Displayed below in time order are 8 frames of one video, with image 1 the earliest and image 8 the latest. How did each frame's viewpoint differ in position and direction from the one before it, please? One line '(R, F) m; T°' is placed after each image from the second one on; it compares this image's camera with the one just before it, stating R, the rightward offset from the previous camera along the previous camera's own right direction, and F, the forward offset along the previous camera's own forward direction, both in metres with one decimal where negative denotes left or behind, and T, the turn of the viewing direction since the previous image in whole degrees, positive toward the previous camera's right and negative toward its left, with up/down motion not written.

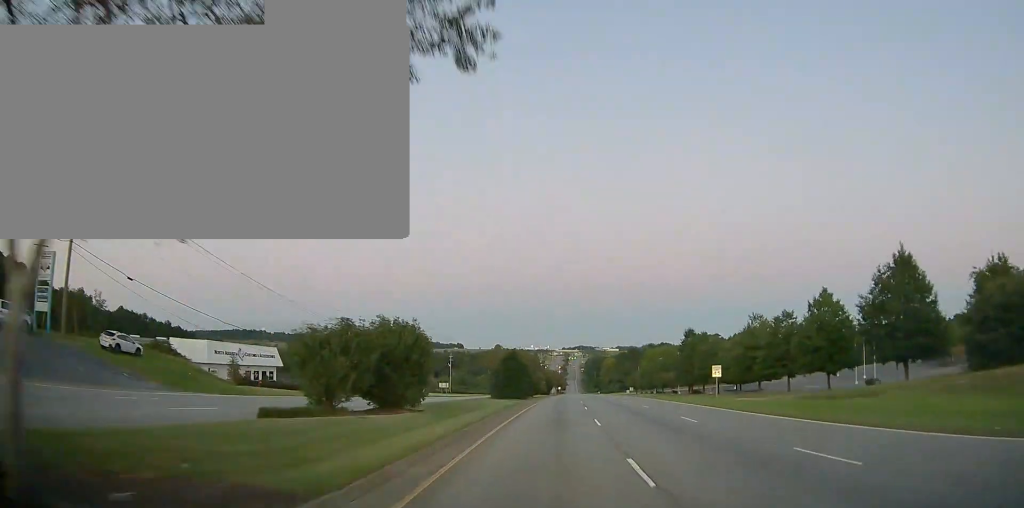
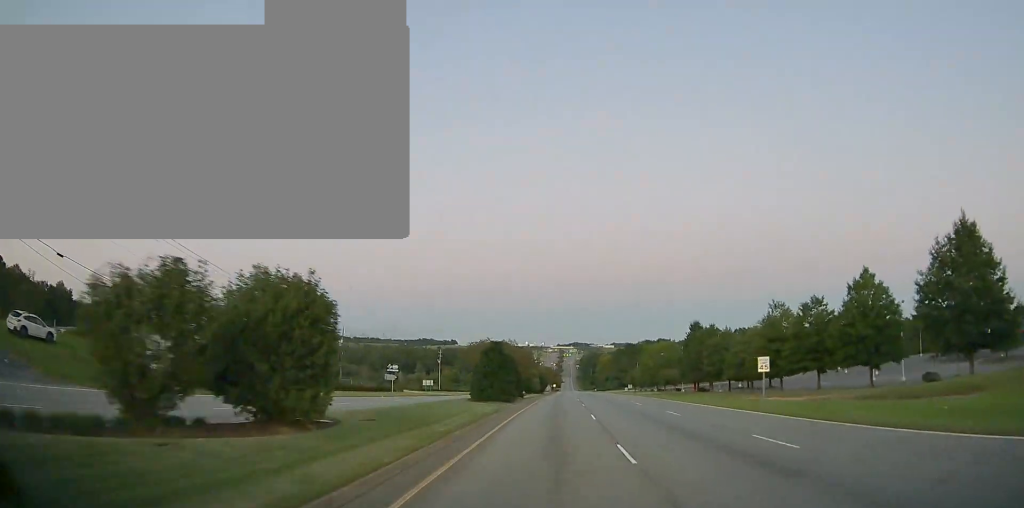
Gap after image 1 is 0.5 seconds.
(0.0, +9.1) m; 0°
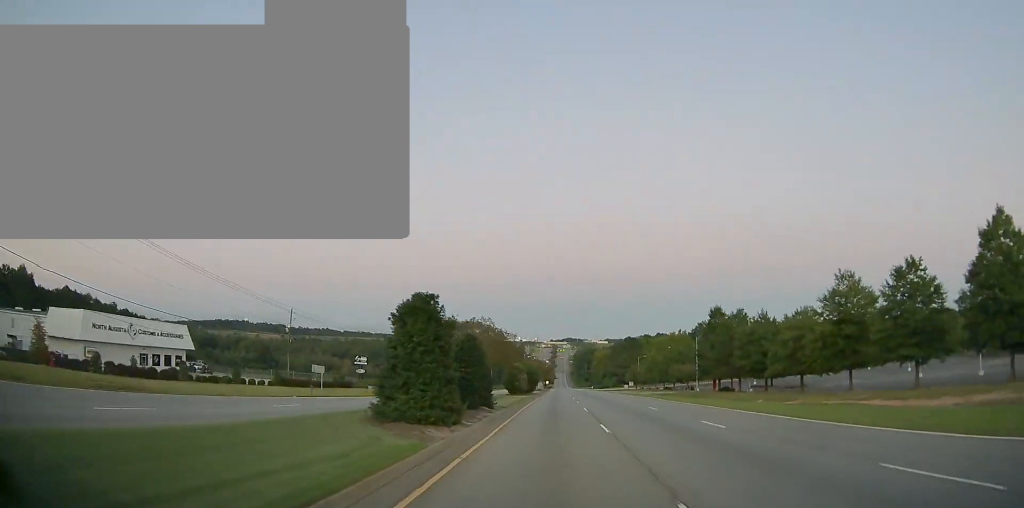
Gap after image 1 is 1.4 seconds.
(+0.2, +18.7) m; +1°
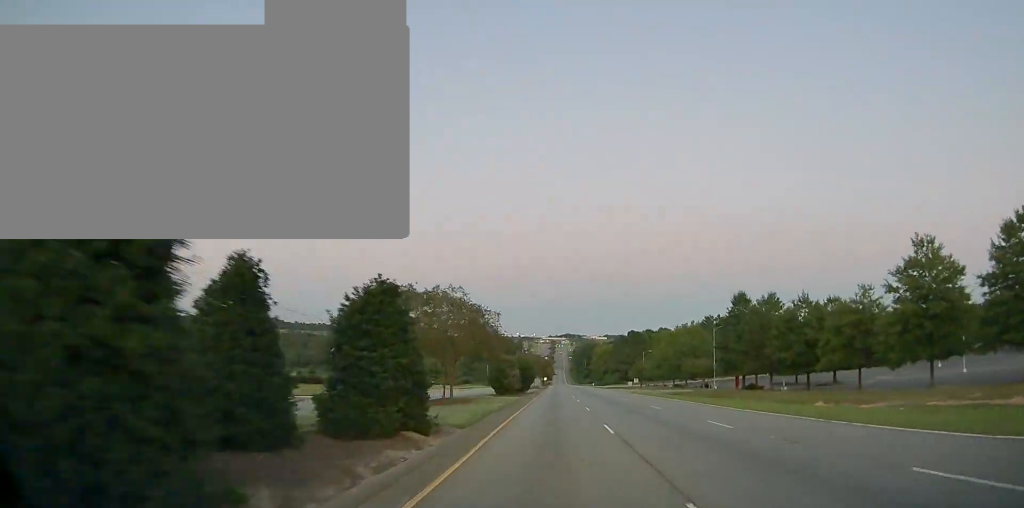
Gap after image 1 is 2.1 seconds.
(0.0, +12.9) m; 0°
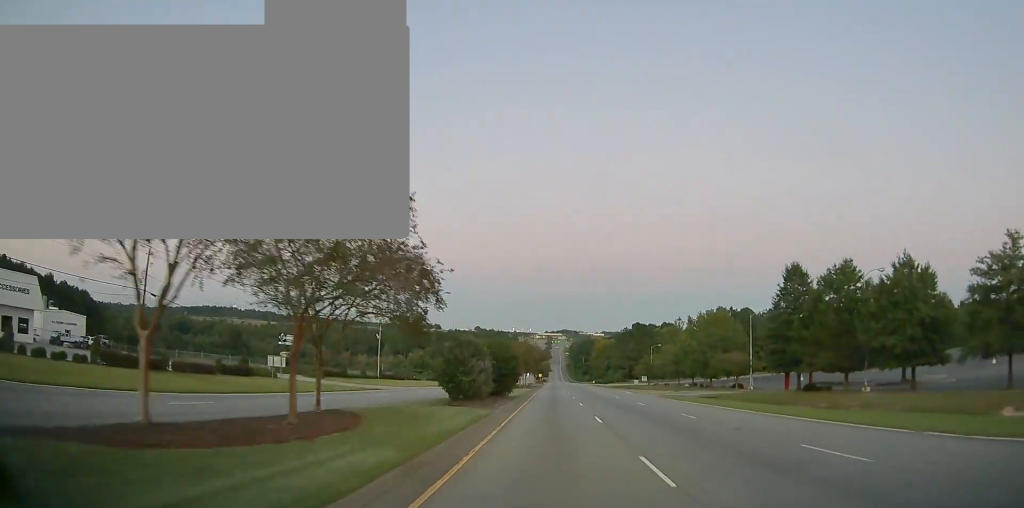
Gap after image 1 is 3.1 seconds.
(0.0, +20.2) m; +1°
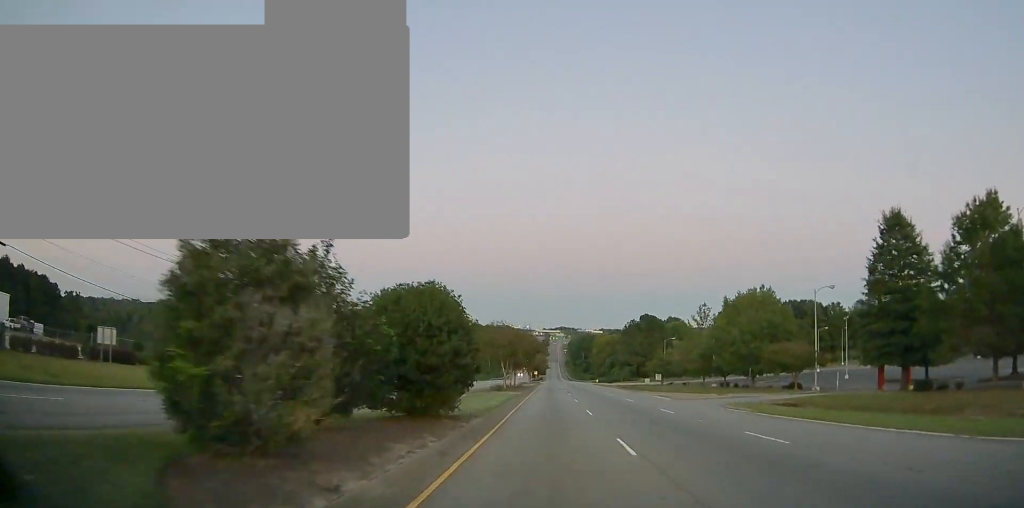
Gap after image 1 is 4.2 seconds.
(+0.2, +20.8) m; +1°
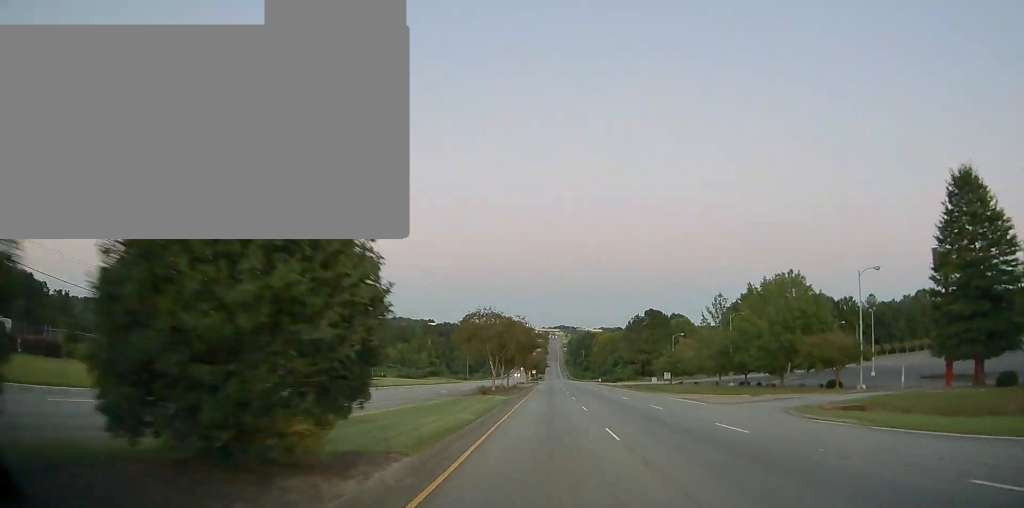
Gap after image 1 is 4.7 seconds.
(0.0, +9.8) m; 0°
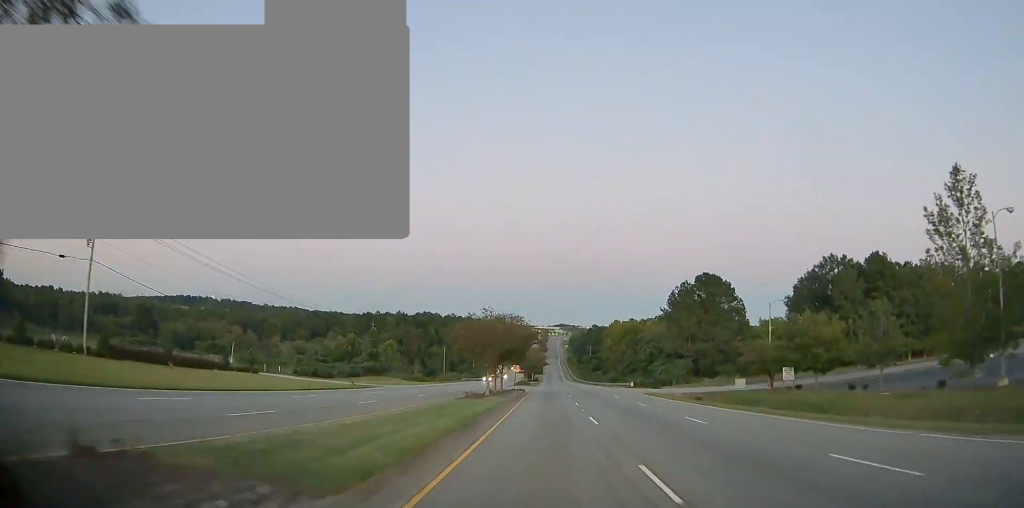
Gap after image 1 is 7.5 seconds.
(-0.6, +56.4) m; 0°
